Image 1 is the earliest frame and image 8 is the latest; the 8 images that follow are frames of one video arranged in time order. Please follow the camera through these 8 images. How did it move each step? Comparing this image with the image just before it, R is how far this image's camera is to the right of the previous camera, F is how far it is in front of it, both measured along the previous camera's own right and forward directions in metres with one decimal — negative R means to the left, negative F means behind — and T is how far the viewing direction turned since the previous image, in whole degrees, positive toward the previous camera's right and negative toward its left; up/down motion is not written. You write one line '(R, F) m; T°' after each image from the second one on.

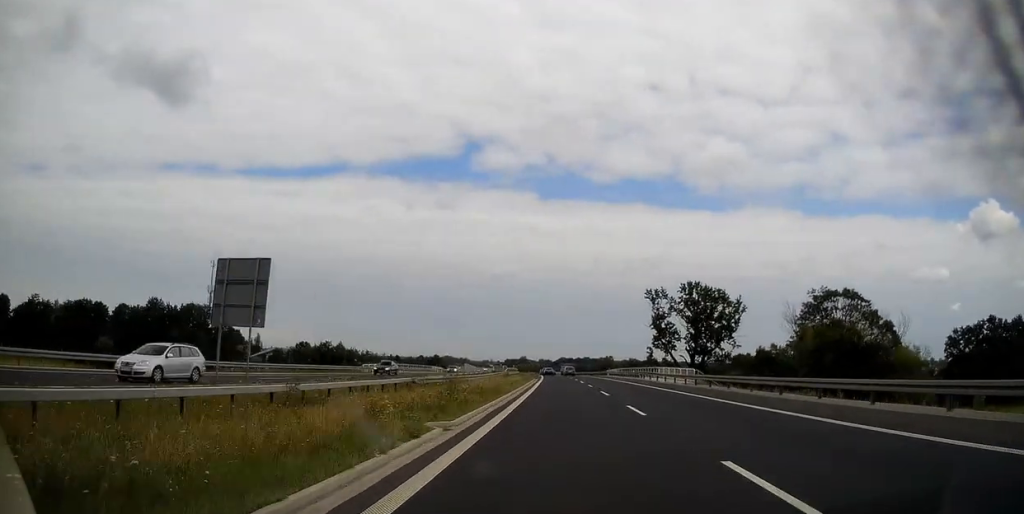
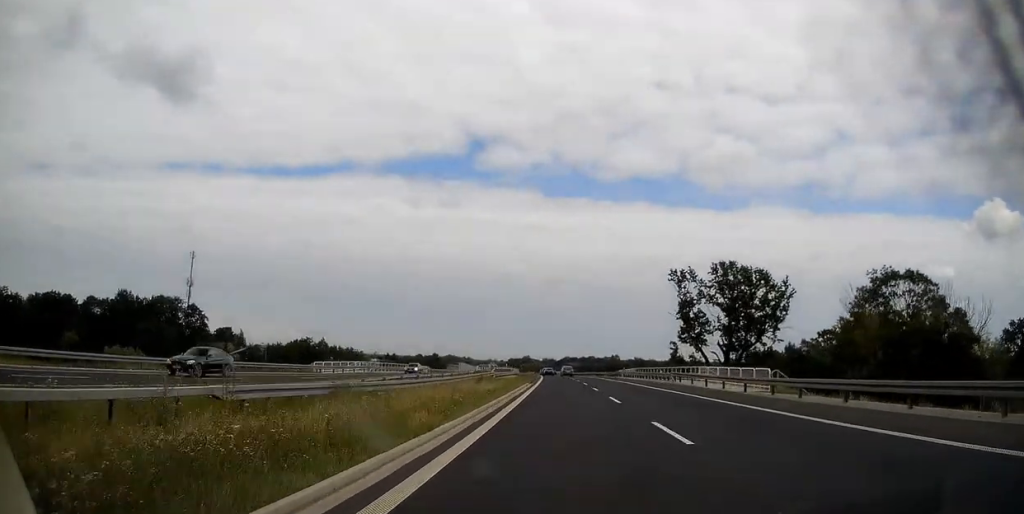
(0.0, +18.3) m; 0°
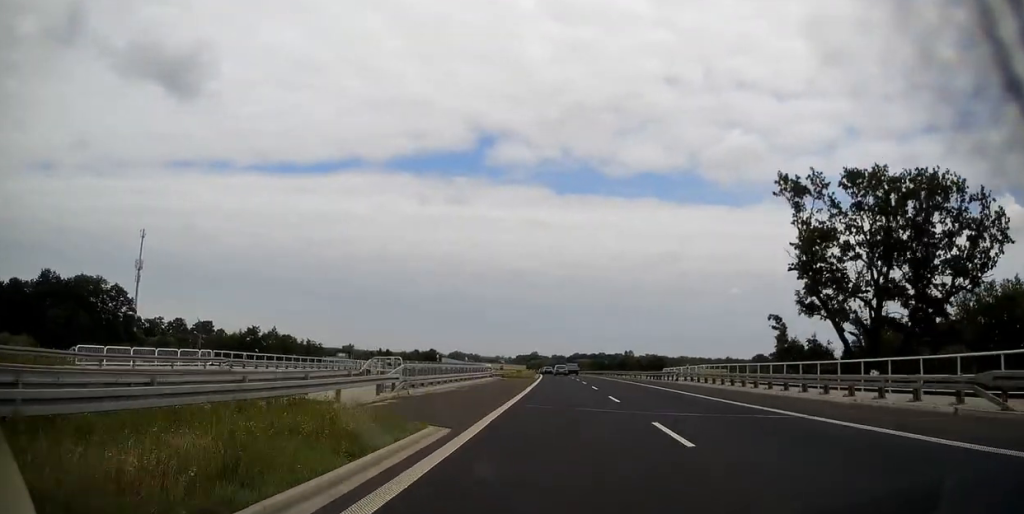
(-0.4, +37.1) m; -1°
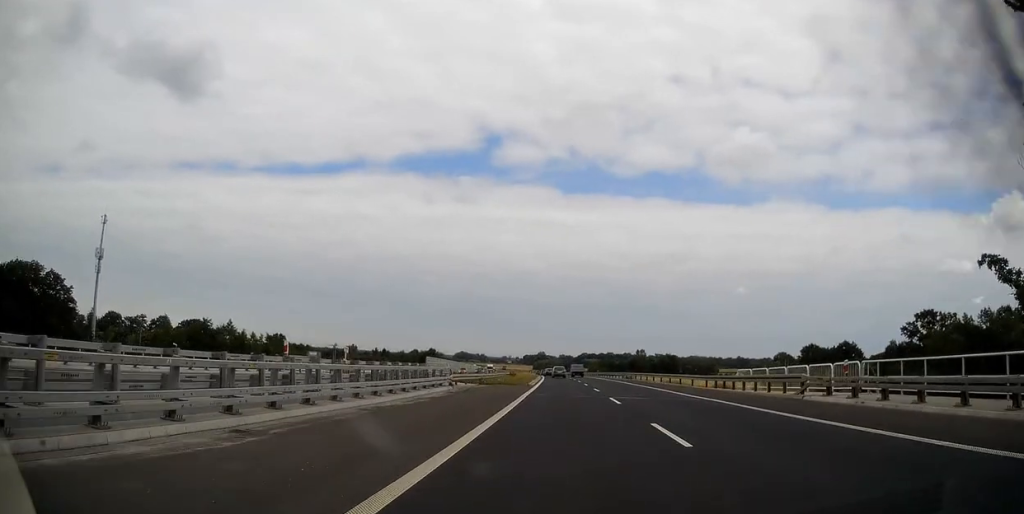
(-0.2, +24.1) m; -1°
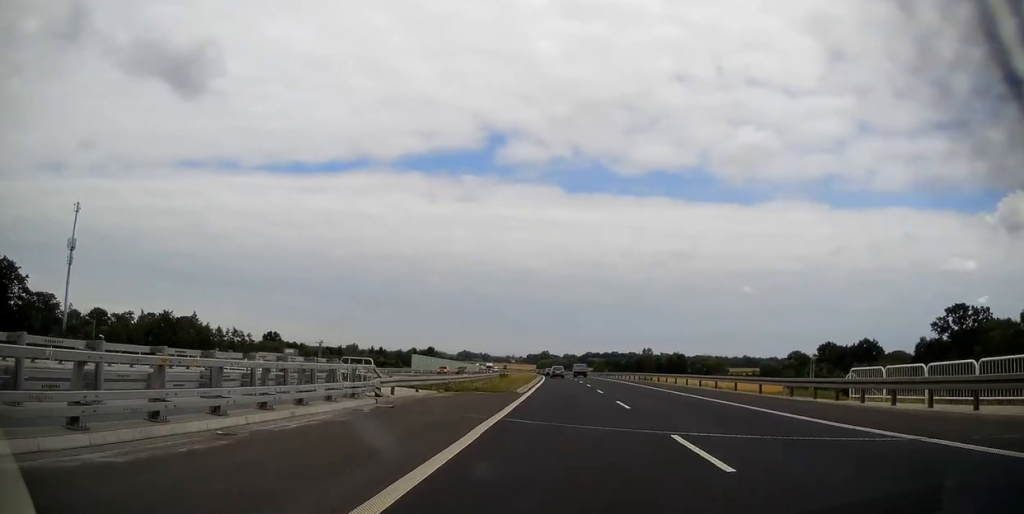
(0.0, +14.6) m; 0°
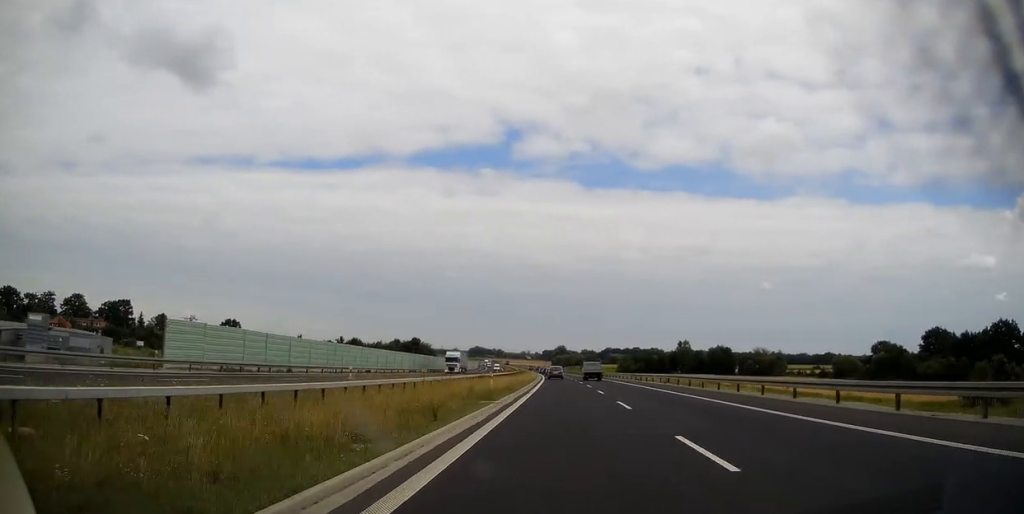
(-1.2, +72.7) m; -2°
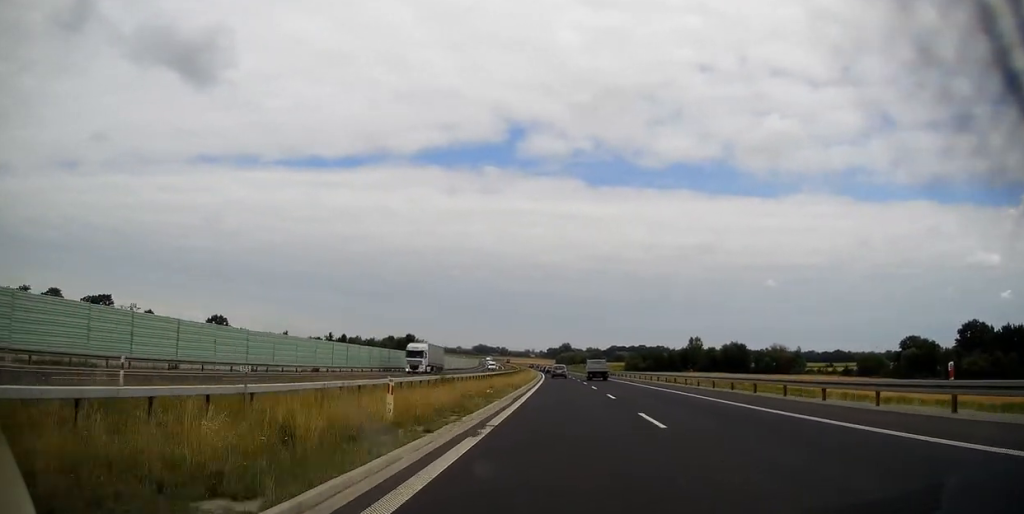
(-0.1, +18.7) m; 0°
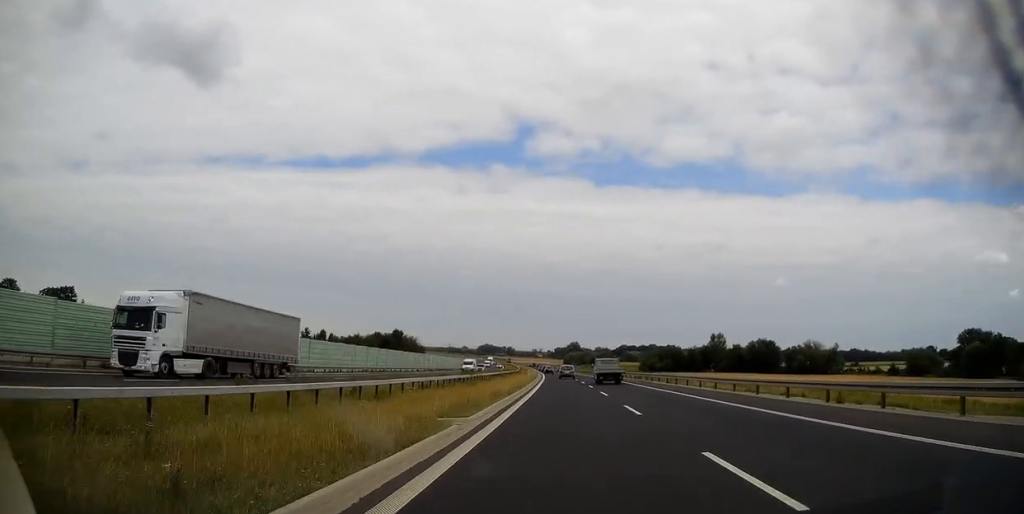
(-0.2, +32.2) m; 0°
